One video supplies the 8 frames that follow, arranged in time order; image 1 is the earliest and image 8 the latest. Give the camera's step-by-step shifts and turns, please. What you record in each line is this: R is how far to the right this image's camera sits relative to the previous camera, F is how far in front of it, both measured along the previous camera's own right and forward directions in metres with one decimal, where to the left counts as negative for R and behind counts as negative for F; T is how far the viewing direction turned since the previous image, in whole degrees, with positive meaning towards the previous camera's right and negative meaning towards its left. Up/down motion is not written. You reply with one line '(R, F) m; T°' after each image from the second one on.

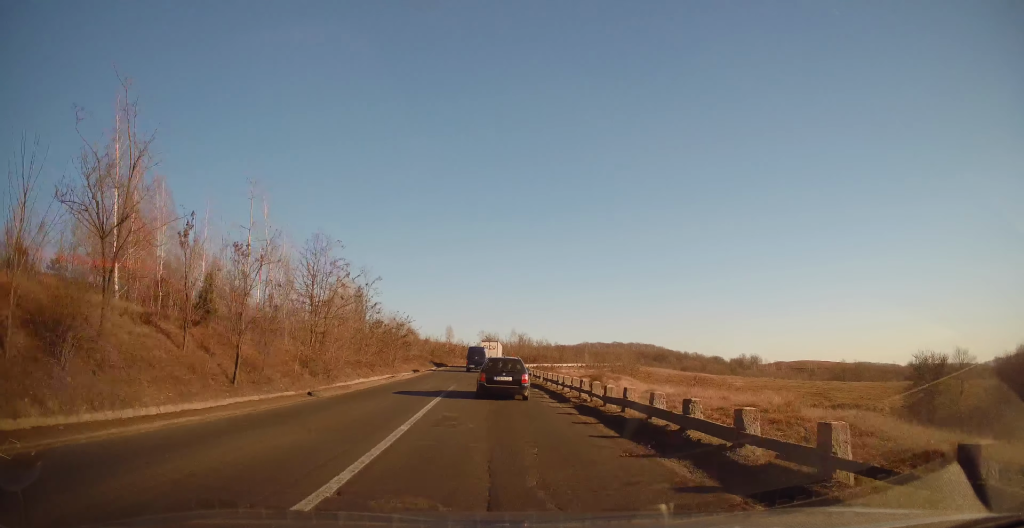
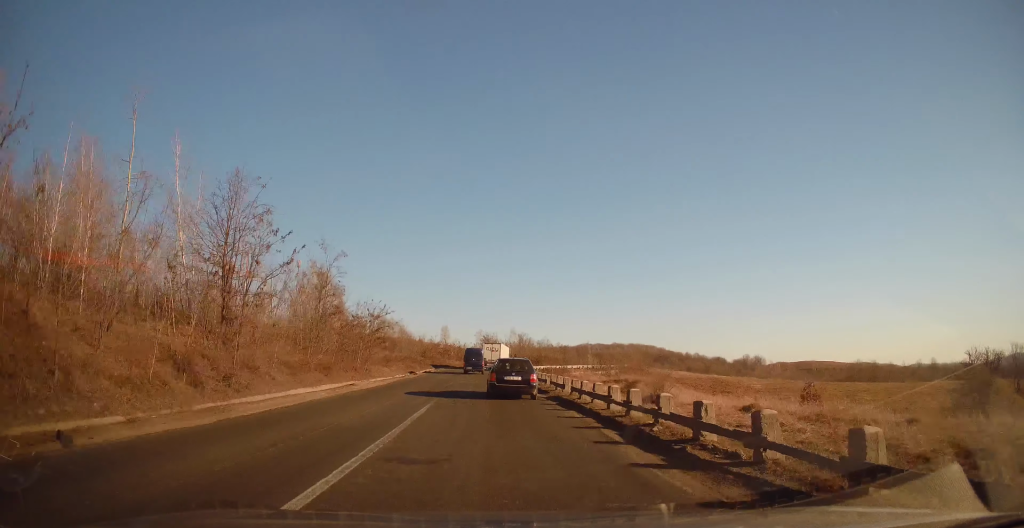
(-0.3, +10.6) m; -1°
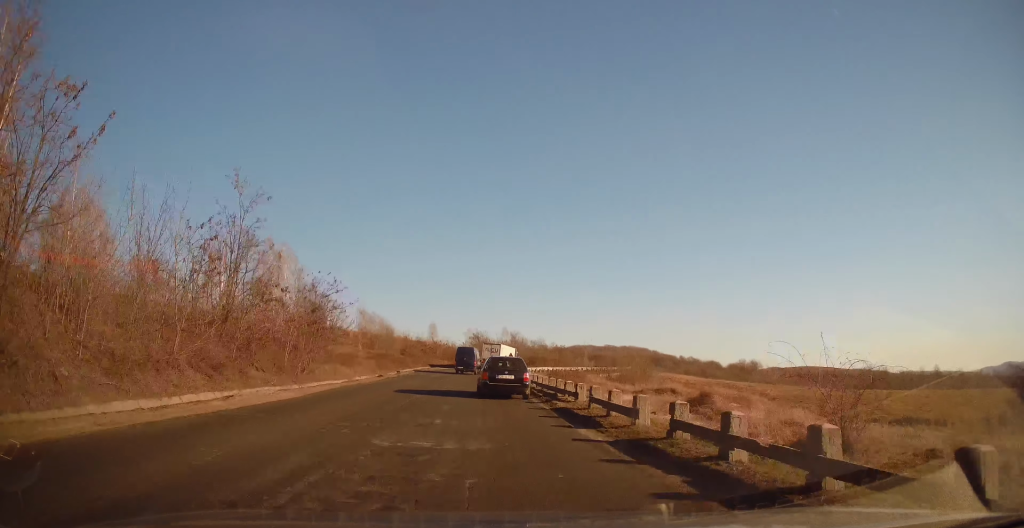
(0.0, +11.5) m; +1°
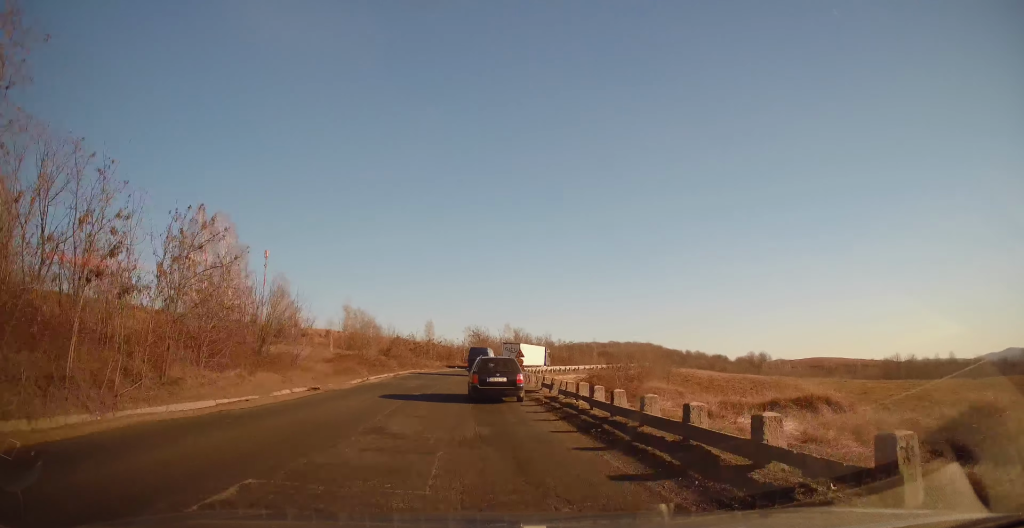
(+0.2, +13.5) m; +1°
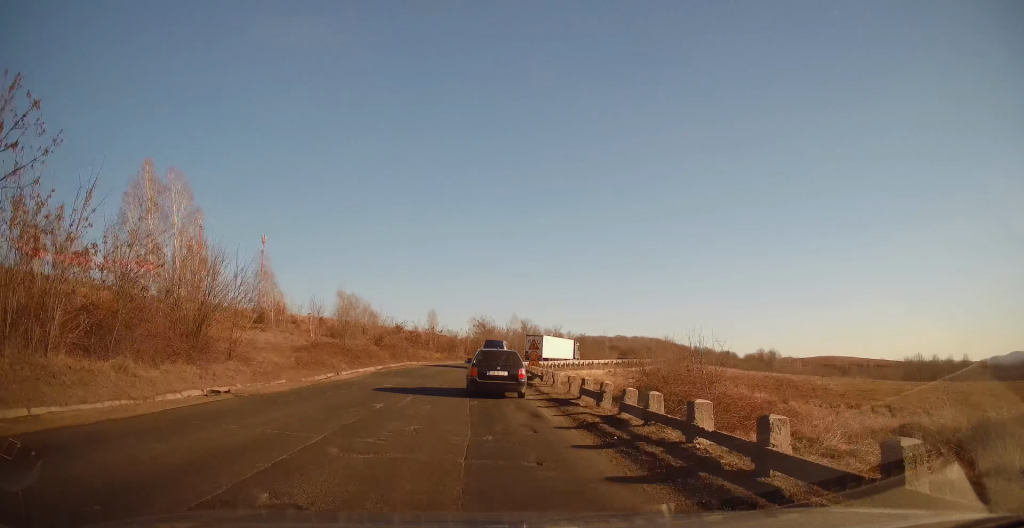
(0.0, +8.2) m; -1°
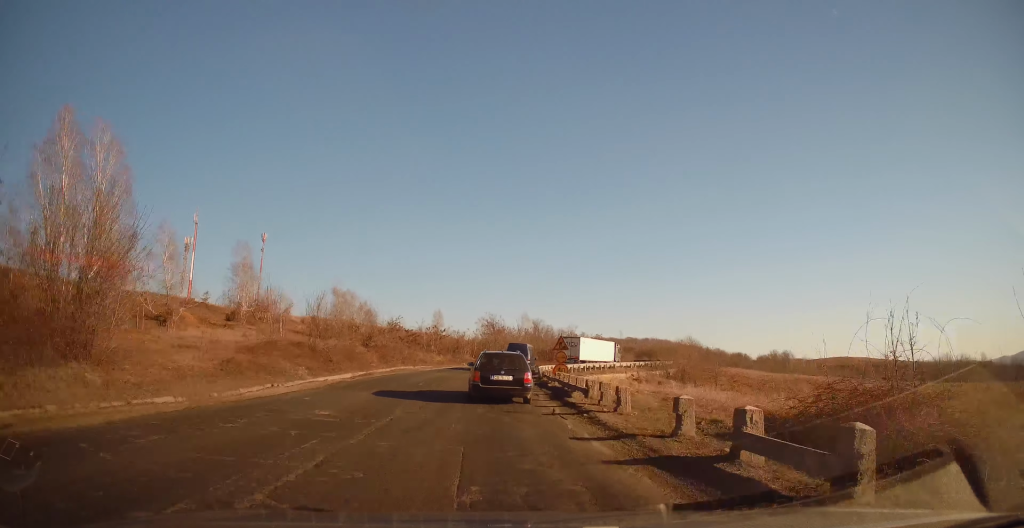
(-0.1, +9.2) m; -1°
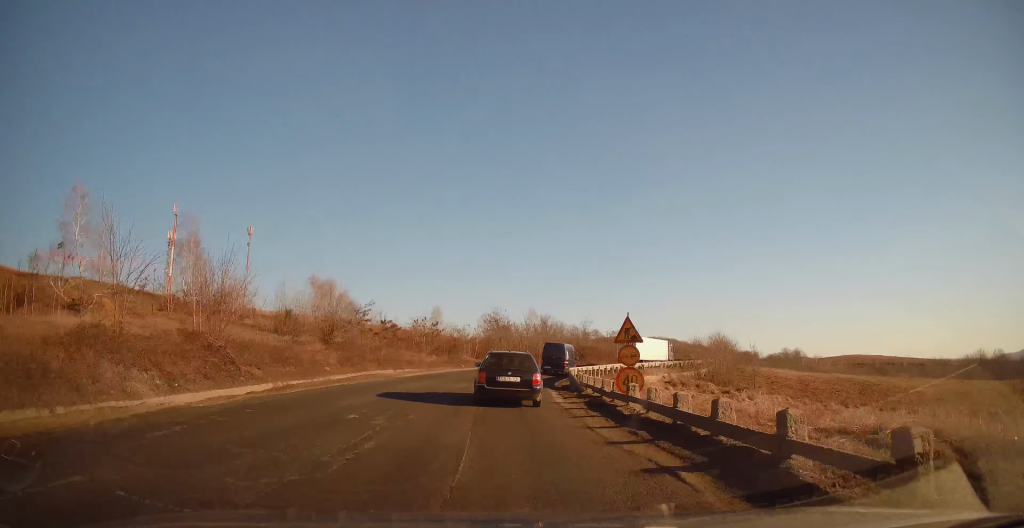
(-0.1, +12.8) m; 0°
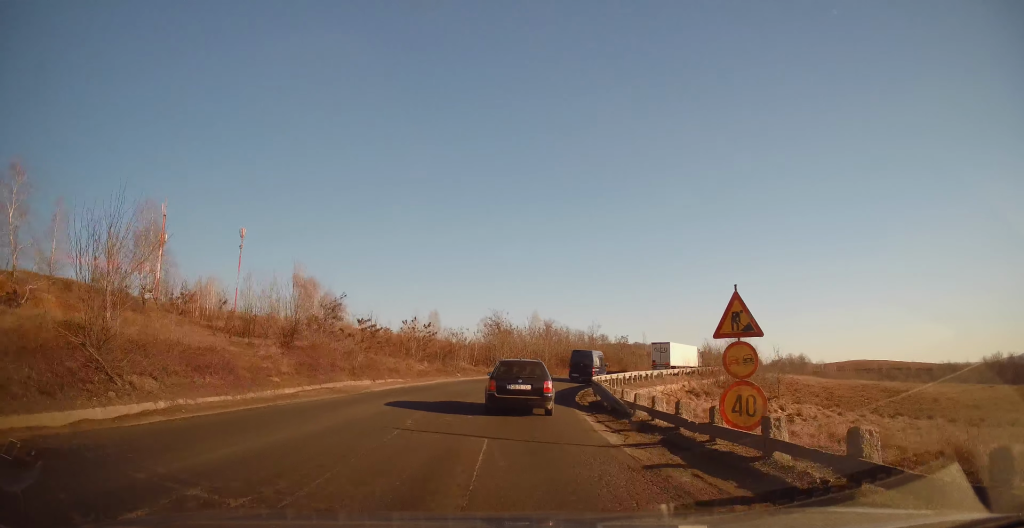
(+0.1, +7.0) m; 0°
